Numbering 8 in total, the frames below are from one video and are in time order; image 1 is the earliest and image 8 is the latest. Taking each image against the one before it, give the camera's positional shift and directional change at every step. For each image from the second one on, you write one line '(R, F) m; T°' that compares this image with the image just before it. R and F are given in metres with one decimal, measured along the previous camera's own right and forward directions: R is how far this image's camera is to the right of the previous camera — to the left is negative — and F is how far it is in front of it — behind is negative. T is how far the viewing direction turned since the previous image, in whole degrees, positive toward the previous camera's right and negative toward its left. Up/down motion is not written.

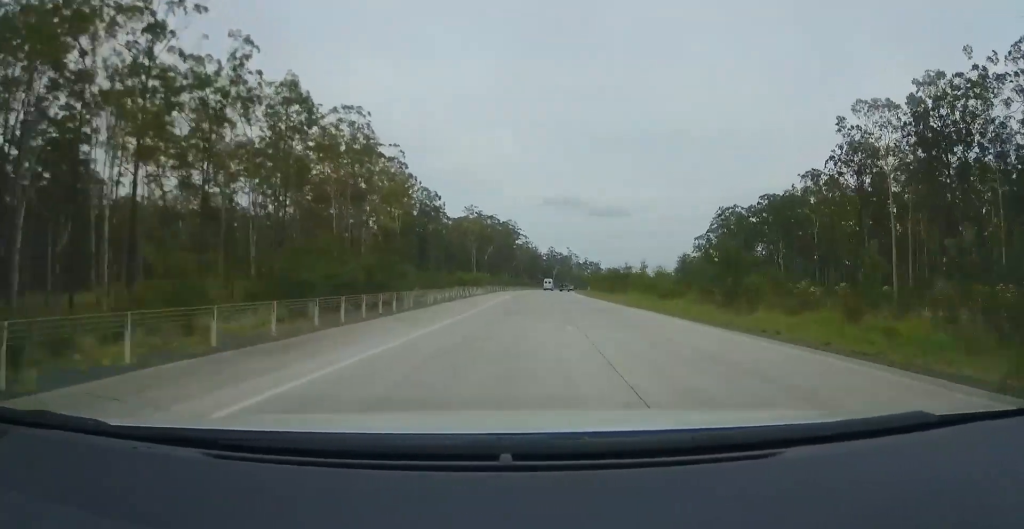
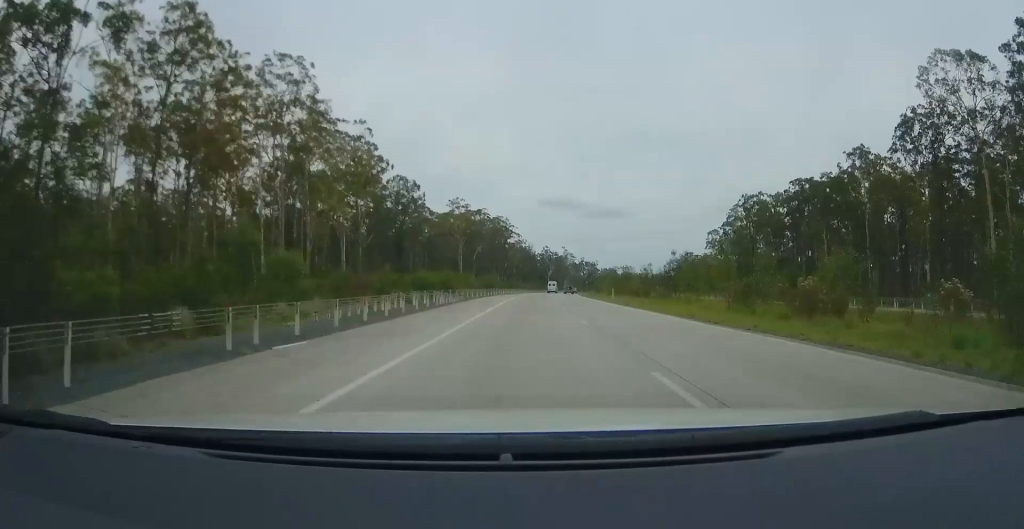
(0.0, +21.3) m; +1°
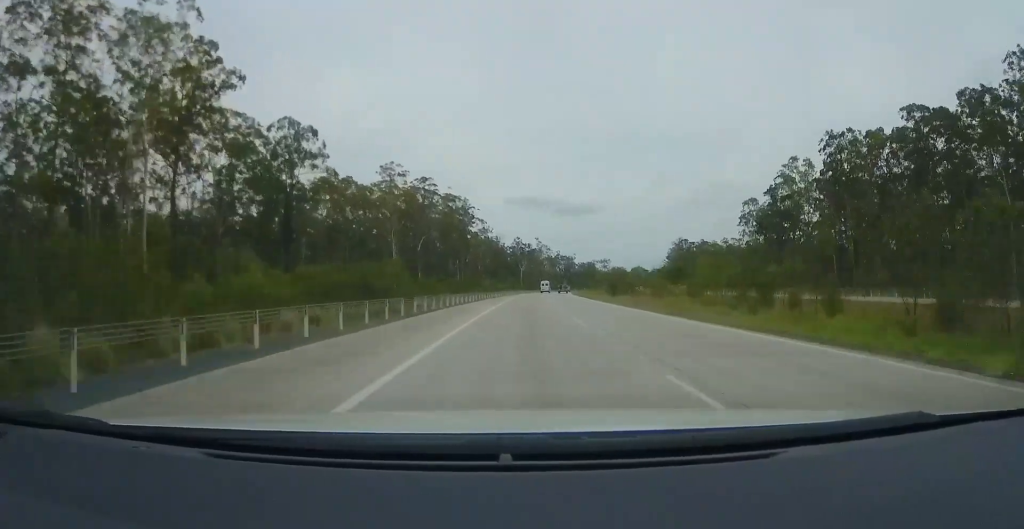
(+1.5, +49.6) m; +4°
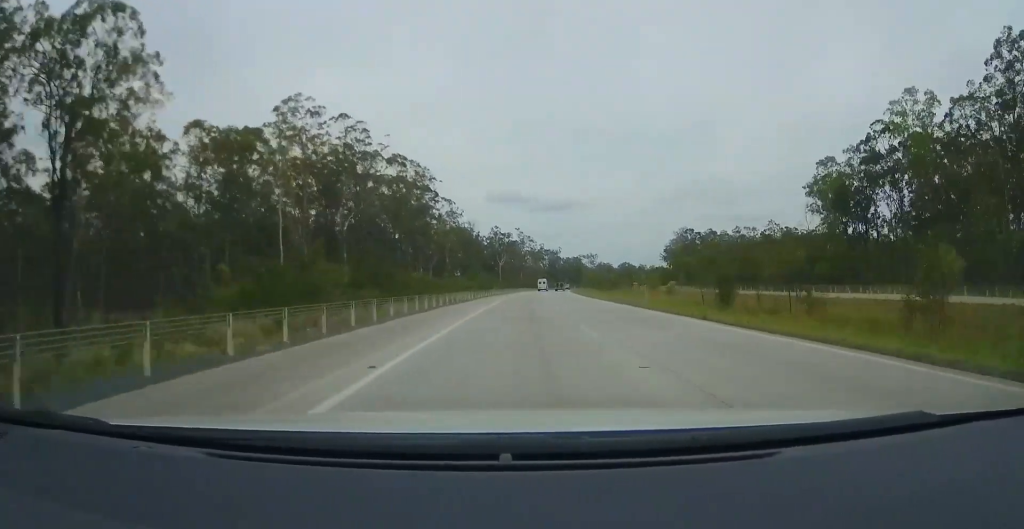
(+1.5, +40.7) m; +4°
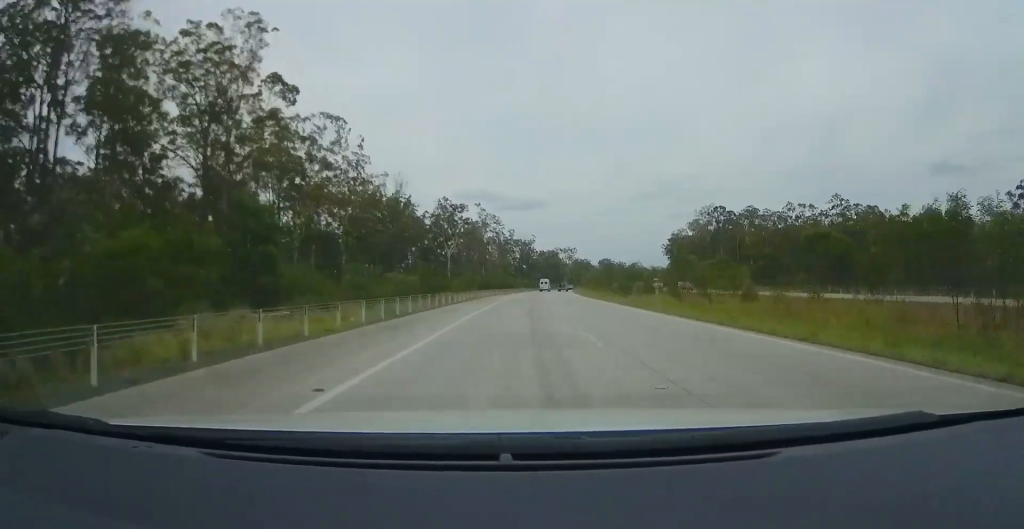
(+1.5, +75.4) m; +2°
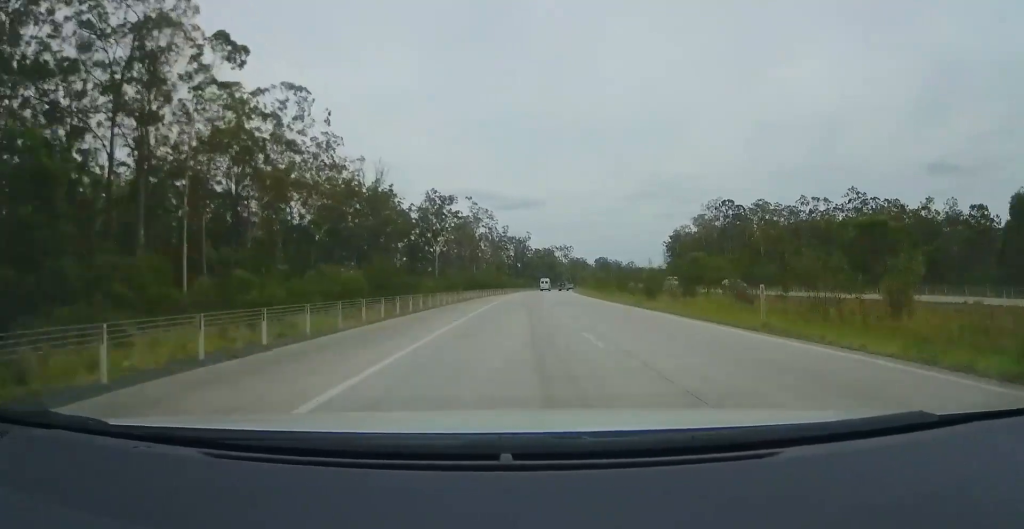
(+0.1, +12.1) m; 0°
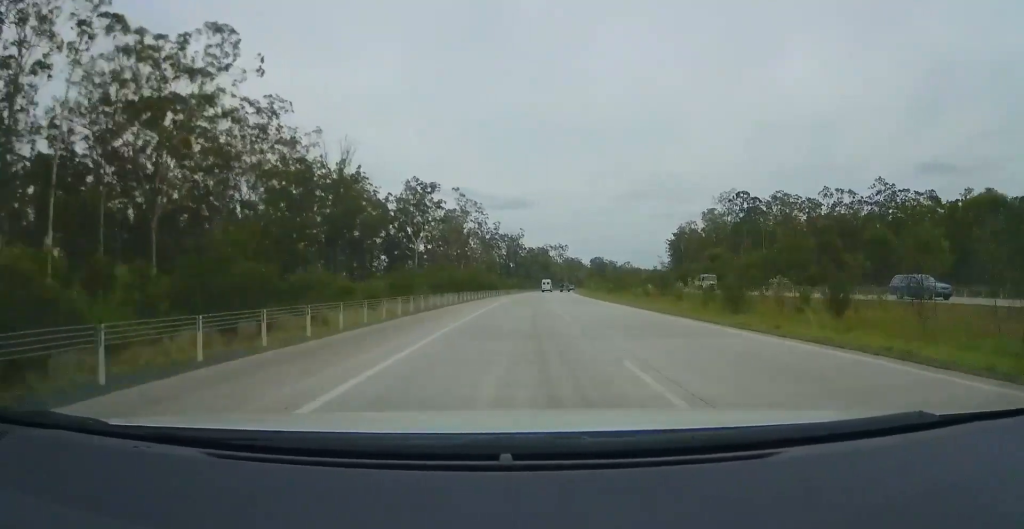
(0.0, +17.0) m; +1°
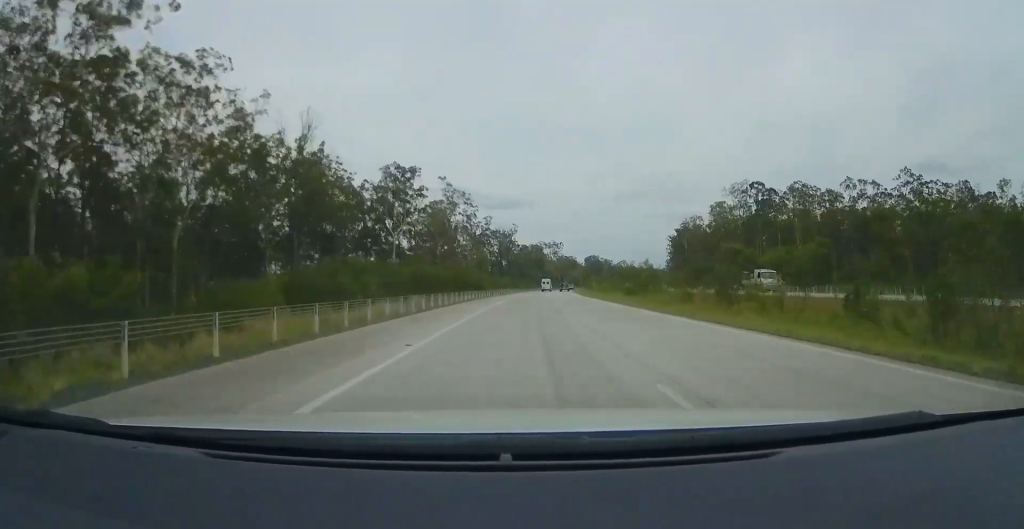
(-0.3, +14.6) m; +1°
